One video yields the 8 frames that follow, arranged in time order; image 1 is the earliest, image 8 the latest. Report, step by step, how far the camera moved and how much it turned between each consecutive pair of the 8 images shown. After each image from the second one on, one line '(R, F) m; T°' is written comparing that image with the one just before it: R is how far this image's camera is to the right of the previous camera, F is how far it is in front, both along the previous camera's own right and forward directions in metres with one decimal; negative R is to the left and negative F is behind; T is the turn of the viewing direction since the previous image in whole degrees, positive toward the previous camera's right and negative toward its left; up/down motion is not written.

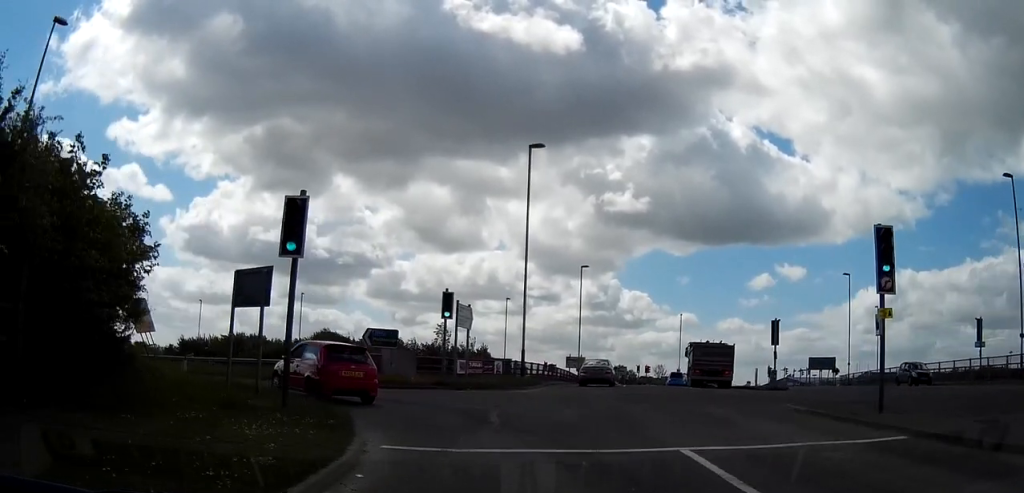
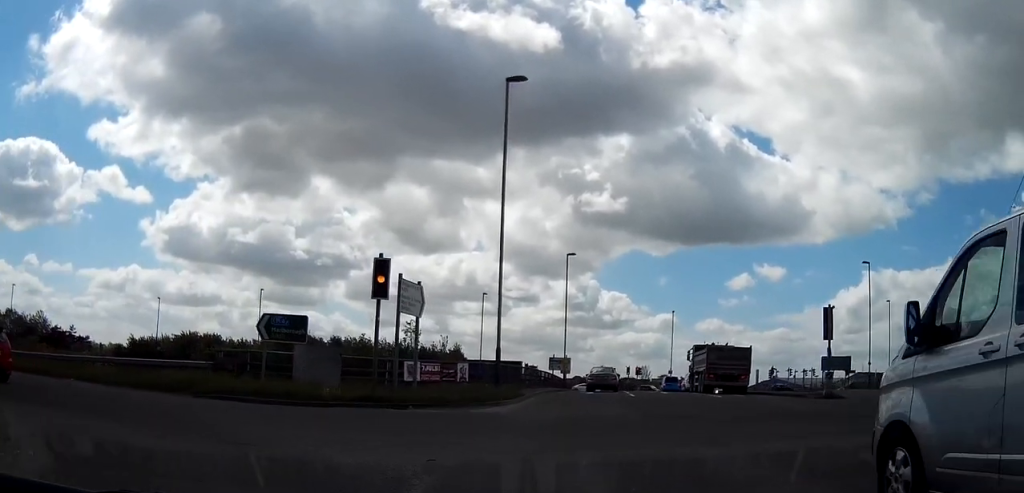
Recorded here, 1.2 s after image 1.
(+0.3, +9.7) m; +4°
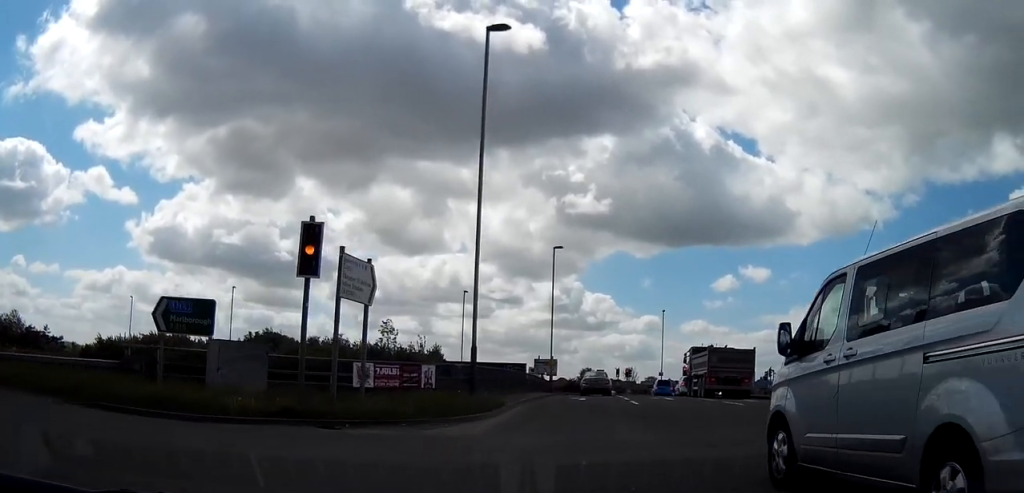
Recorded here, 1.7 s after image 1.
(+0.1, +5.1) m; +2°
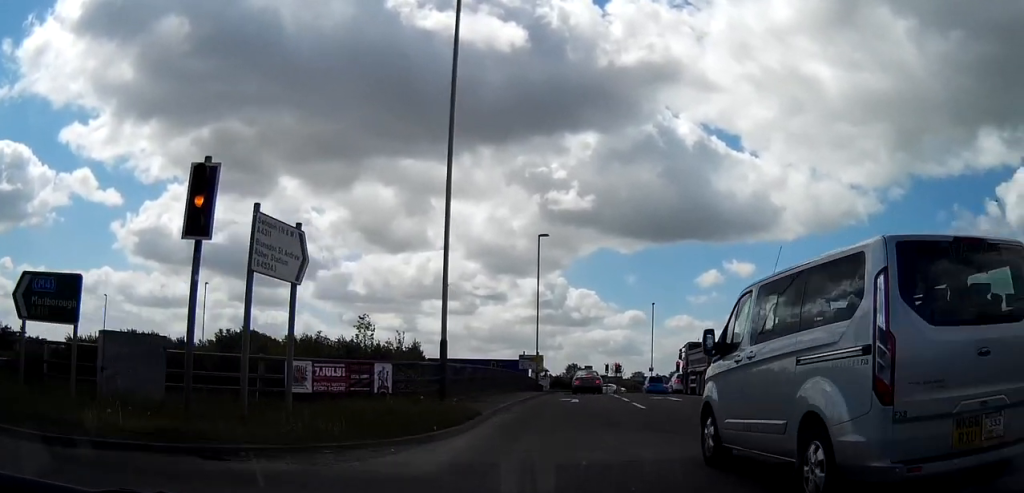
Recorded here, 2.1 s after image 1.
(0.0, +4.2) m; +2°
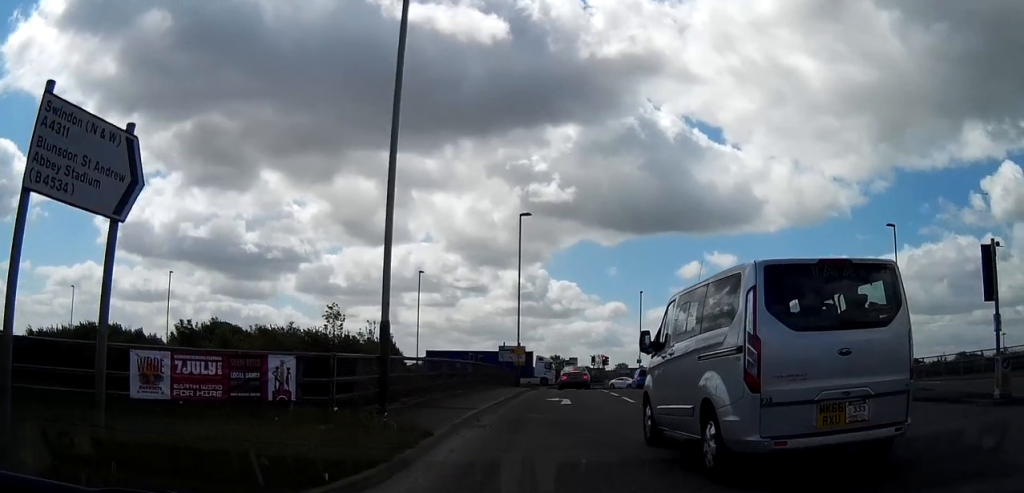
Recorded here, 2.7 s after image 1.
(+0.2, +5.4) m; +1°
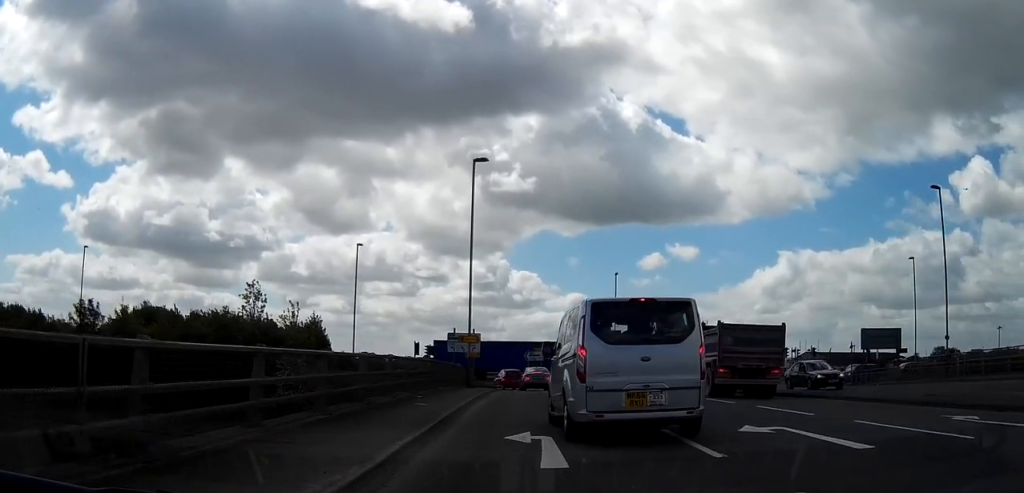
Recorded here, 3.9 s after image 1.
(+0.3, +12.7) m; +2°
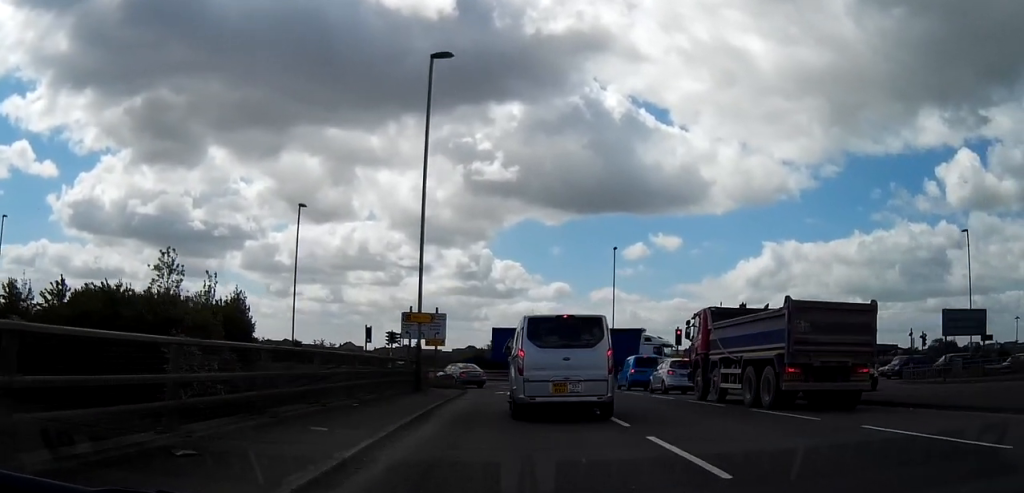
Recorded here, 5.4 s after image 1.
(+0.3, +13.6) m; +2°
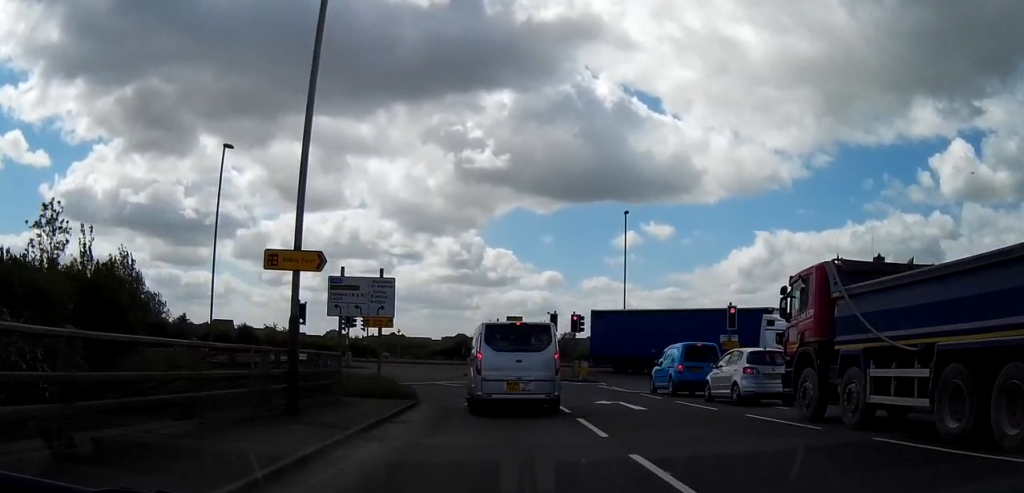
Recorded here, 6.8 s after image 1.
(-0.2, +13.6) m; -2°
